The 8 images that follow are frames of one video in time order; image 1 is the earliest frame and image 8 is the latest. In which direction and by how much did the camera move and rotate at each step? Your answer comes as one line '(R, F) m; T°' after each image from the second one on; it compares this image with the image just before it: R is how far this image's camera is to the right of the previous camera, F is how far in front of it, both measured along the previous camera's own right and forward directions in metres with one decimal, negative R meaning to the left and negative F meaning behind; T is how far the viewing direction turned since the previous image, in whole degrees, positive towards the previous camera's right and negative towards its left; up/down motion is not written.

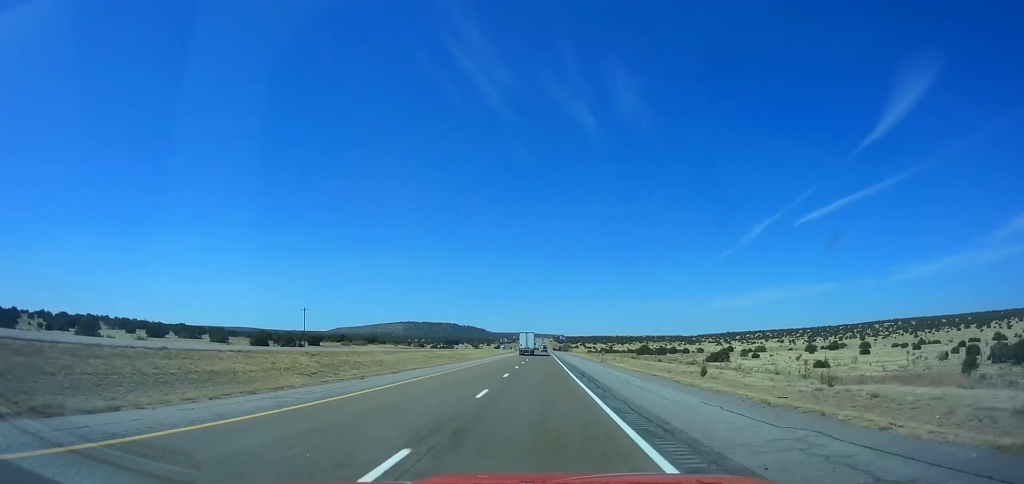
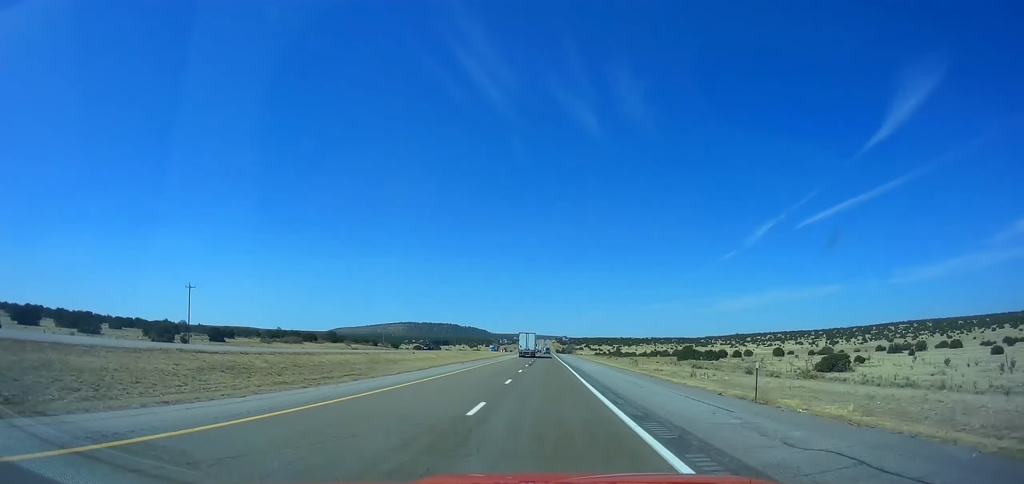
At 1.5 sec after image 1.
(+0.5, +53.4) m; 0°
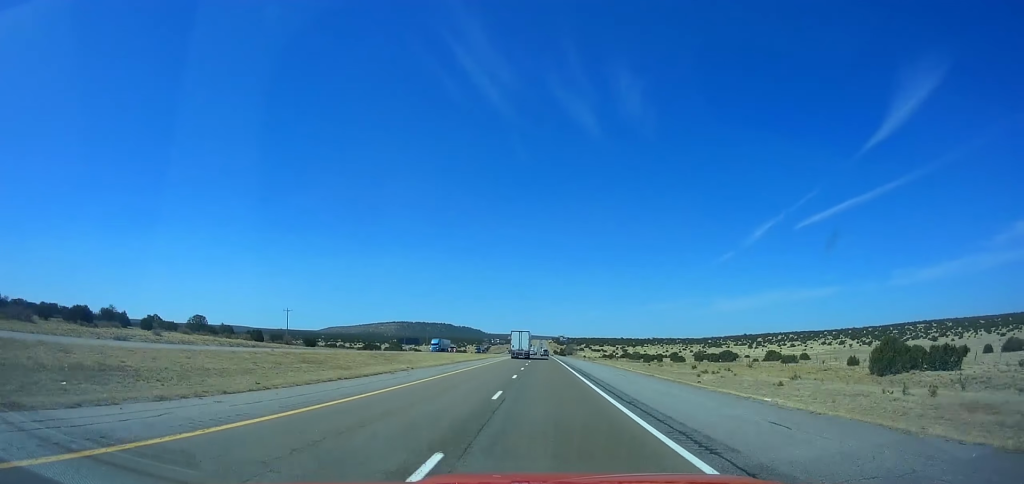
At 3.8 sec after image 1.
(-0.6, +81.3) m; 0°
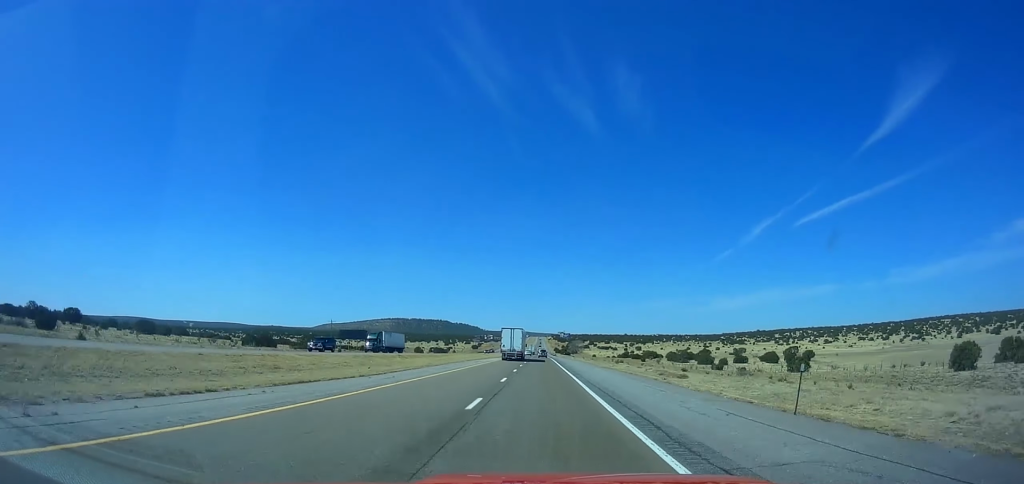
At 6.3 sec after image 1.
(+0.2, +87.7) m; 0°
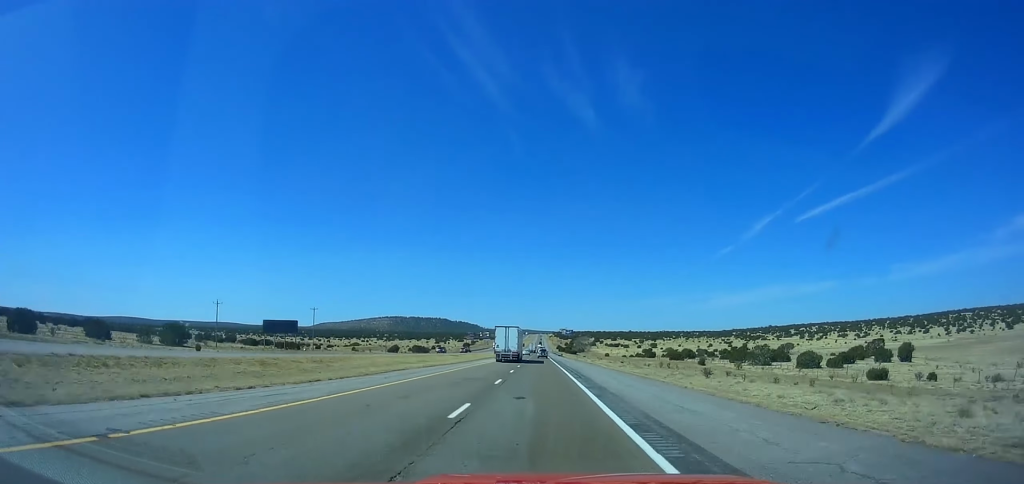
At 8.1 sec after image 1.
(+0.3, +62.4) m; 0°
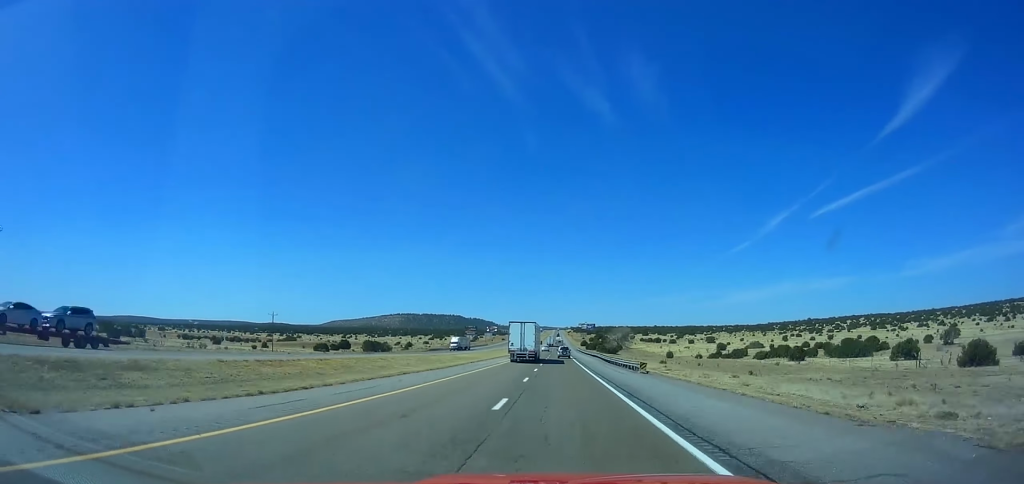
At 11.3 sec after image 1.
(-1.0, +107.9) m; -1°
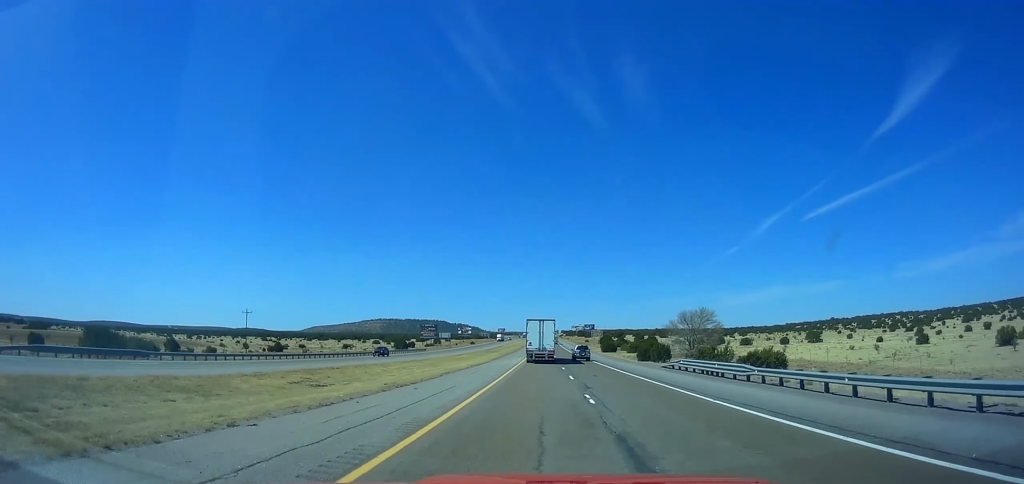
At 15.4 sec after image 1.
(-1.0, +133.2) m; 0°
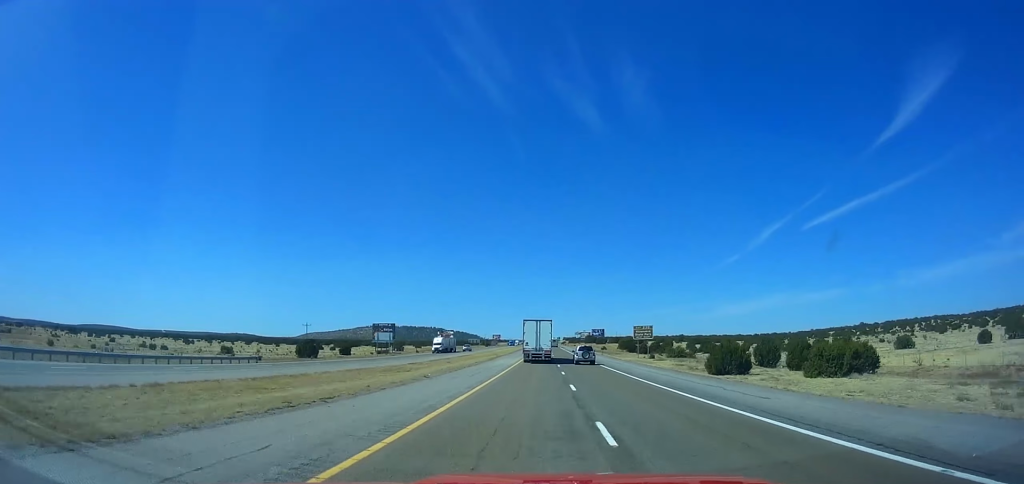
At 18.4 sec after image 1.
(+0.6, +94.4) m; +1°
